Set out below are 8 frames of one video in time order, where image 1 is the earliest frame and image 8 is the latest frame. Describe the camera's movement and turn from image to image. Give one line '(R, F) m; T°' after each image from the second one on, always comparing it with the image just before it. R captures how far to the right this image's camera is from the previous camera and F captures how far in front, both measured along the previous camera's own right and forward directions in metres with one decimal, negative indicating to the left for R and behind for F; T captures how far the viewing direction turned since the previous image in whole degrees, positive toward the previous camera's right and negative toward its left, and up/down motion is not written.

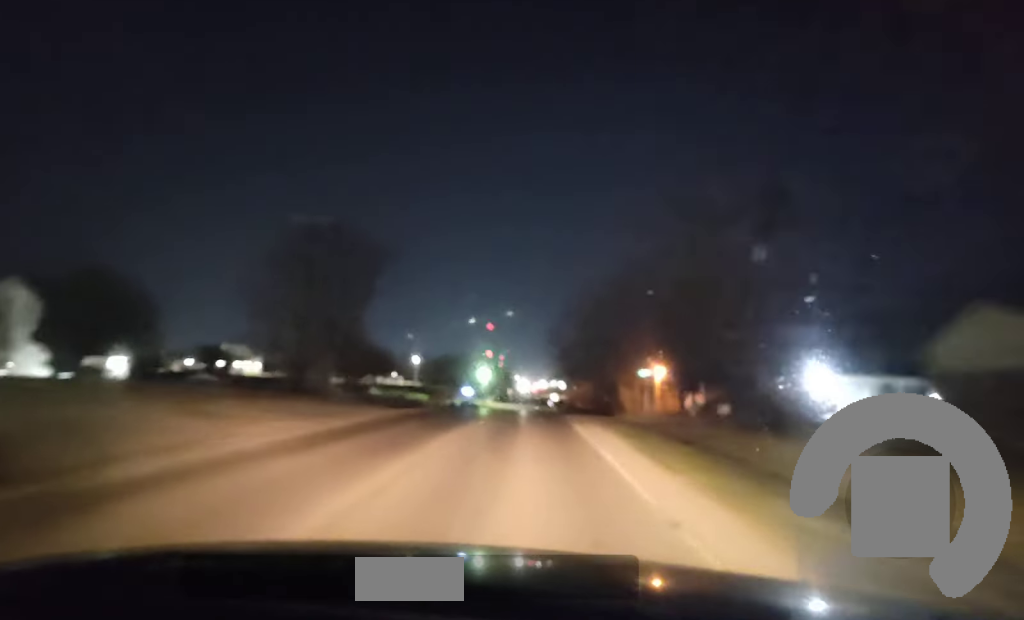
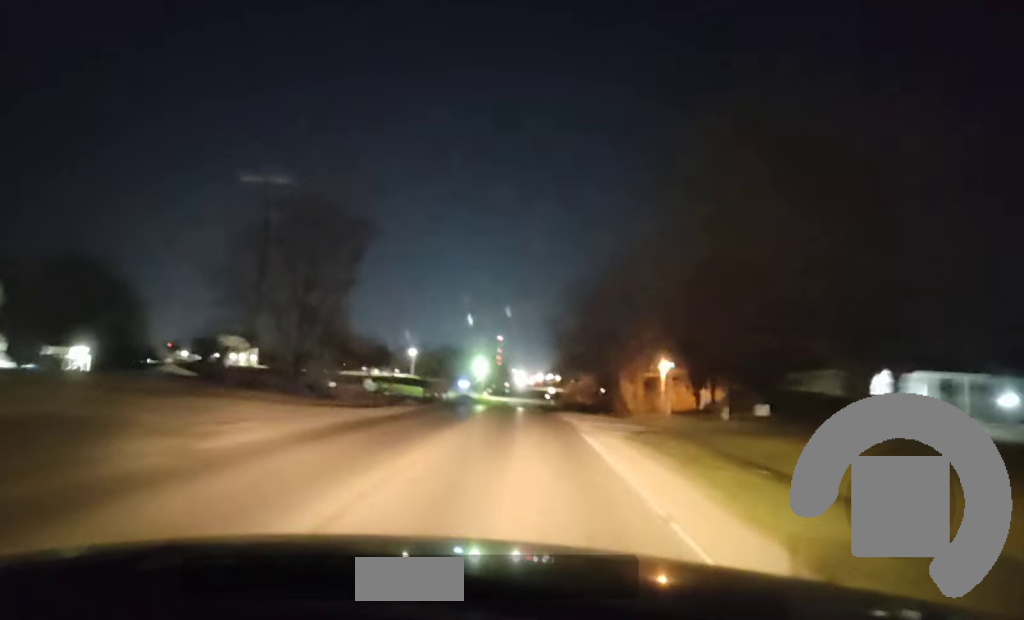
(0.0, +10.1) m; 0°
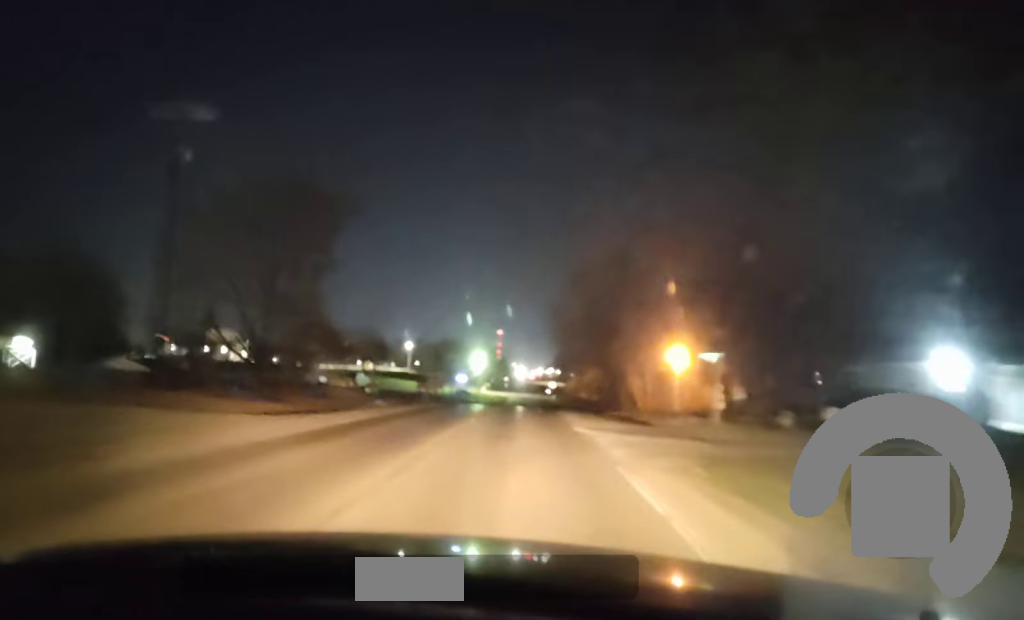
(+0.1, +10.9) m; 0°
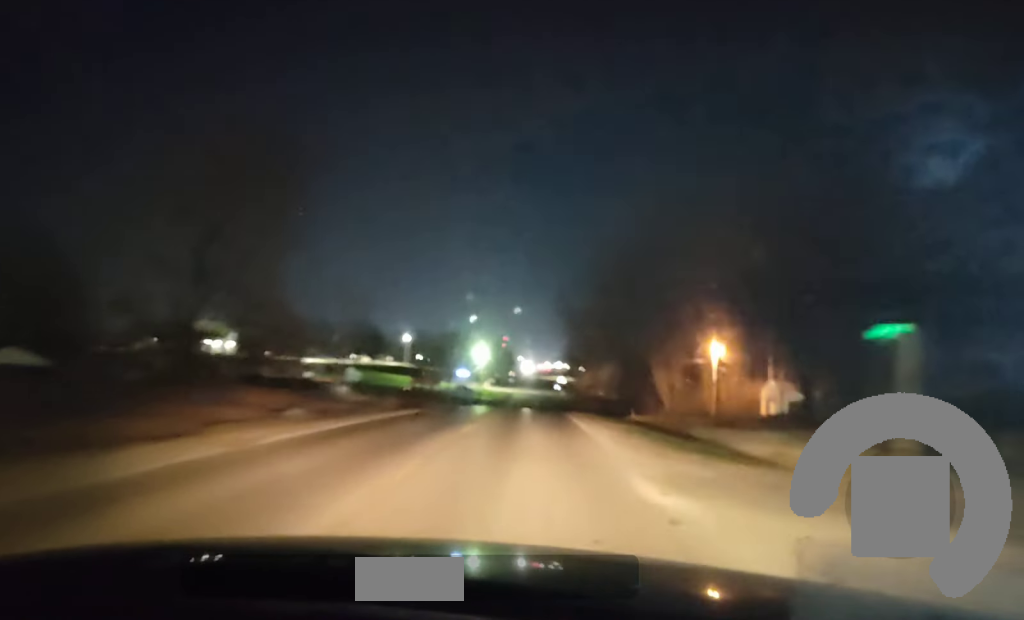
(-0.3, +15.5) m; -2°
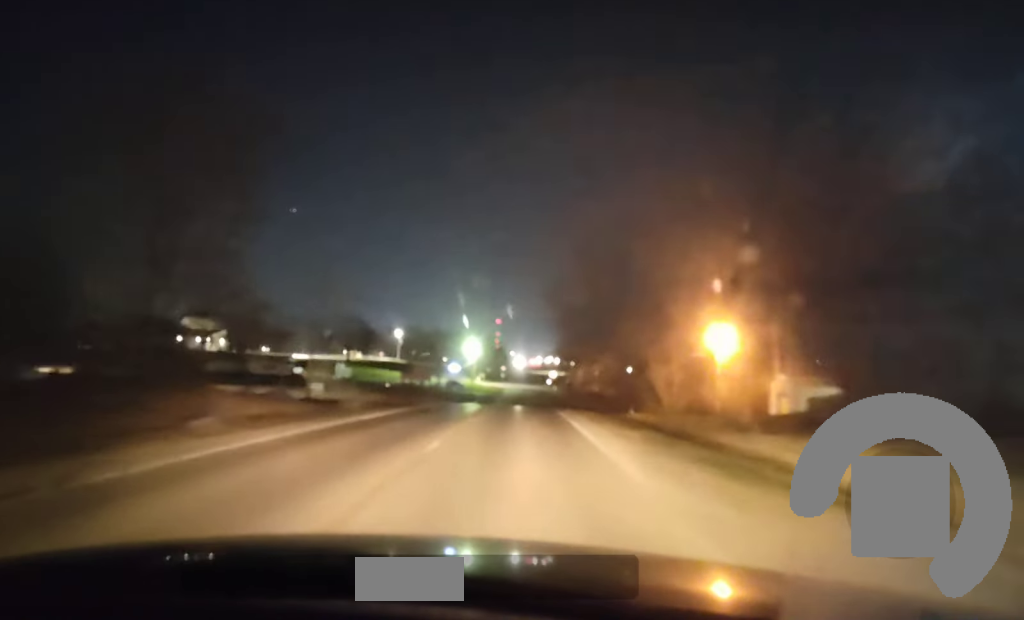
(-0.1, +8.5) m; 0°
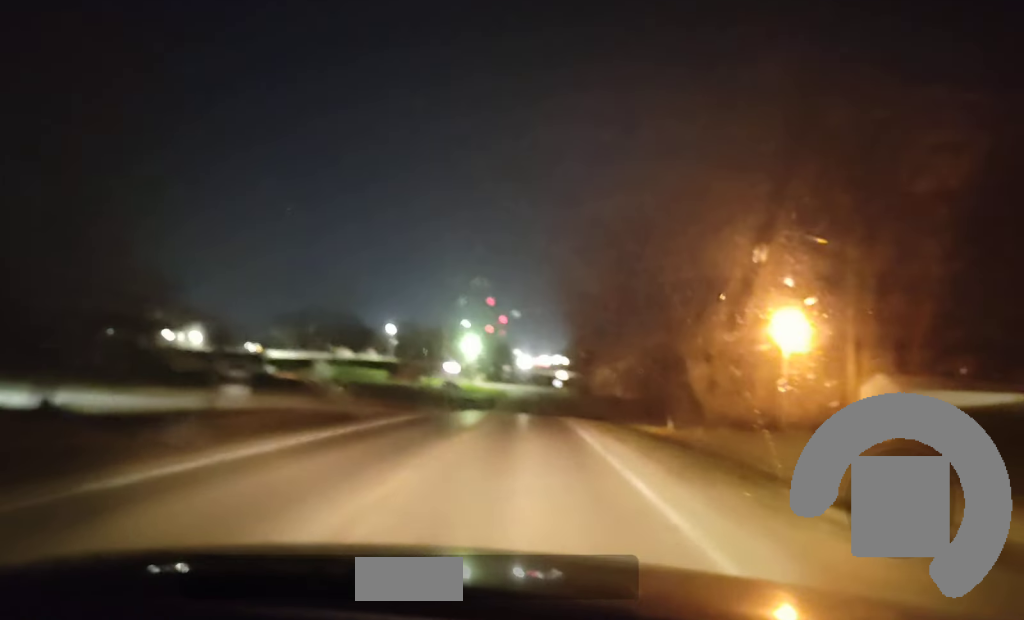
(+0.2, +17.1) m; +1°
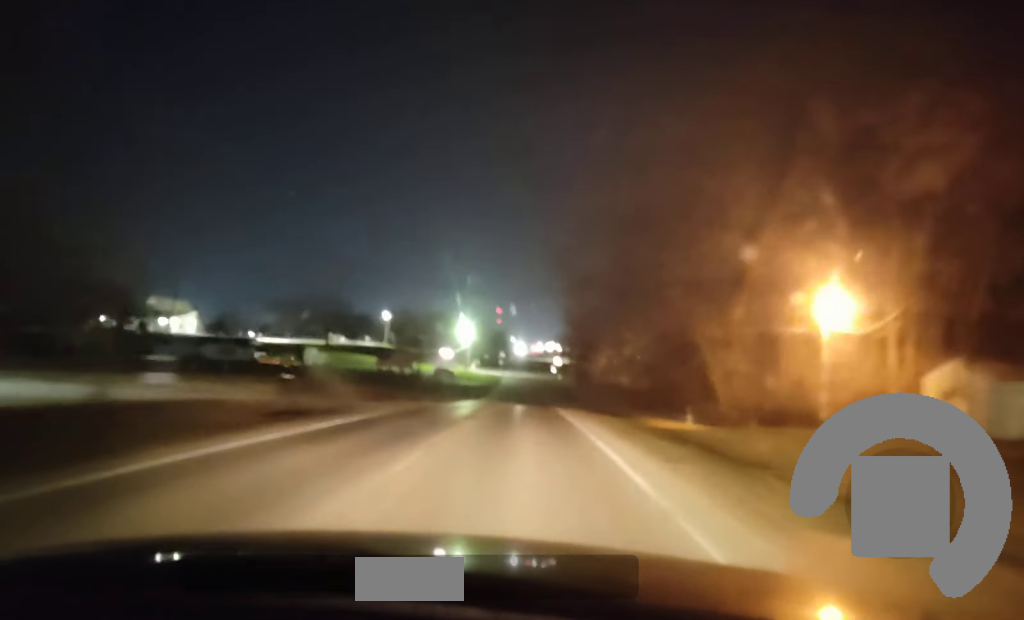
(+0.1, +10.1) m; 0°
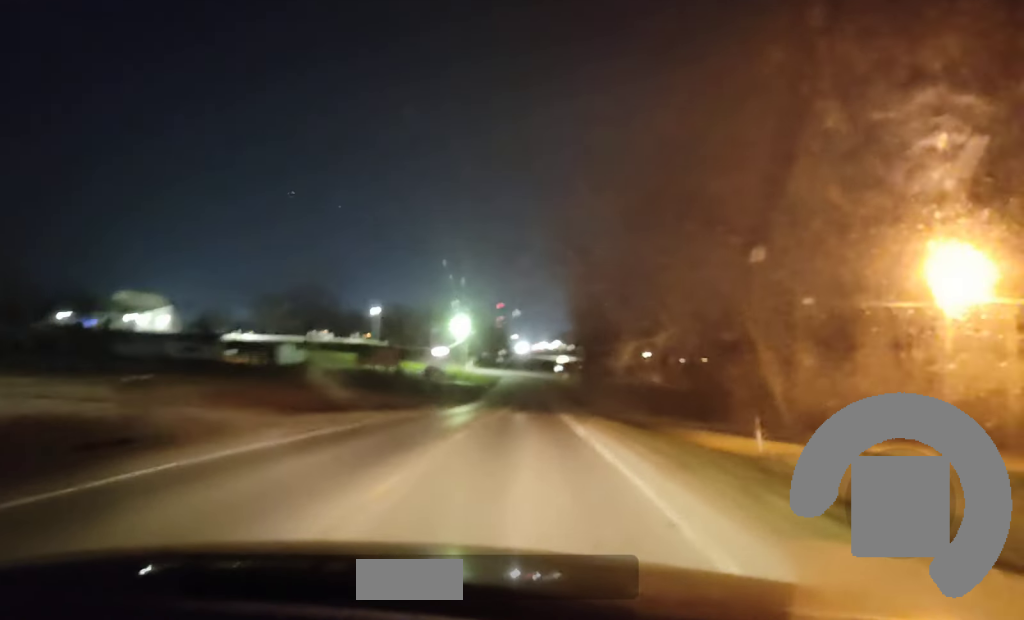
(-0.1, +14.9) m; 0°
